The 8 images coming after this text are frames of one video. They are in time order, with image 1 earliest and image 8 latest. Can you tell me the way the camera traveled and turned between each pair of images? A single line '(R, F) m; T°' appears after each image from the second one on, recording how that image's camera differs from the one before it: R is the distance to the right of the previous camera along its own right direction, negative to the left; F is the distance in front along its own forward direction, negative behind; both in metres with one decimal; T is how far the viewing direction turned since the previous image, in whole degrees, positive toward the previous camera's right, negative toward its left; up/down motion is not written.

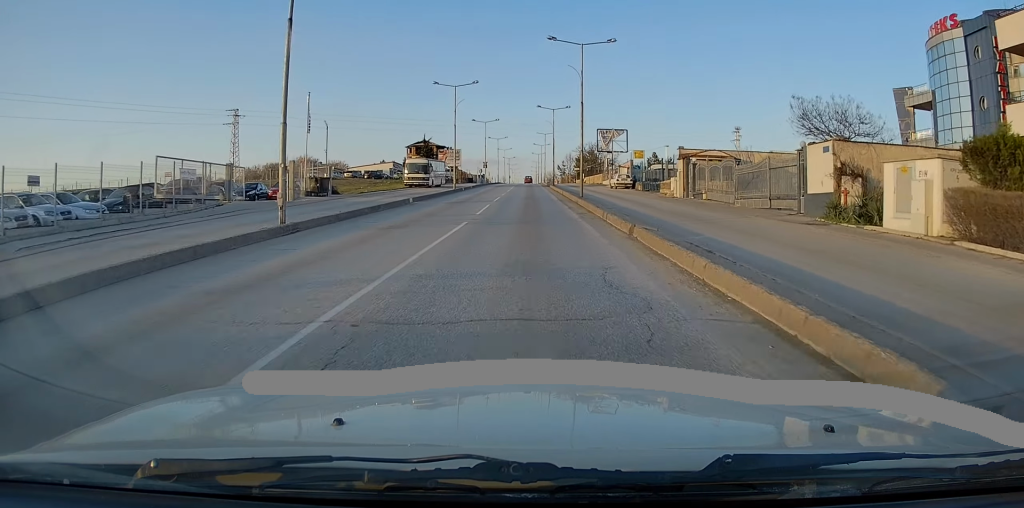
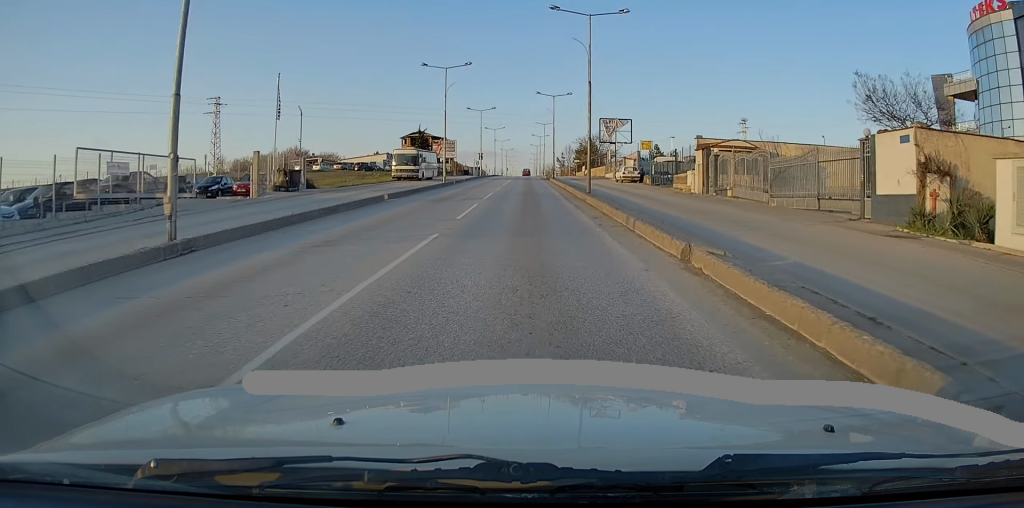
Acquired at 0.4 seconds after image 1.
(0.0, +4.9) m; 0°
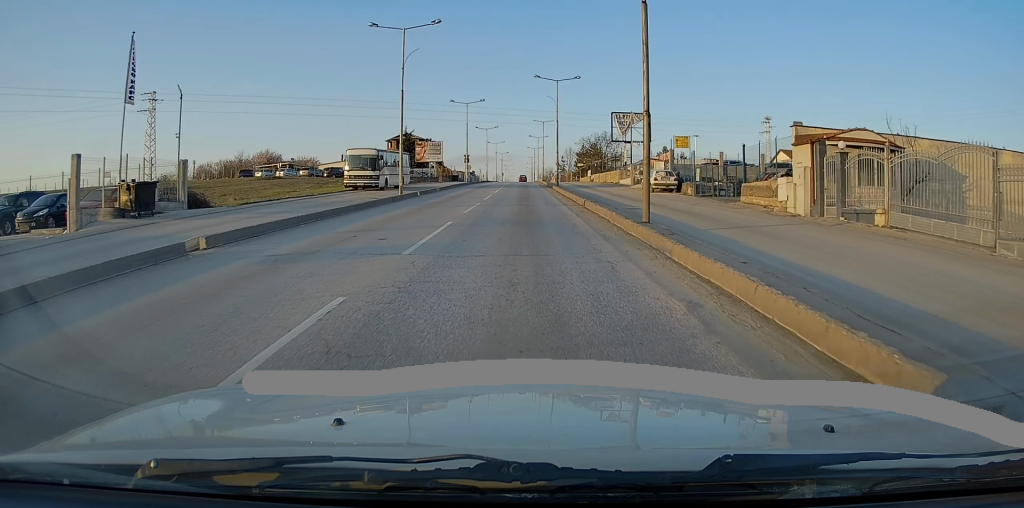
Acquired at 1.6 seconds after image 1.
(-0.1, +14.9) m; -1°
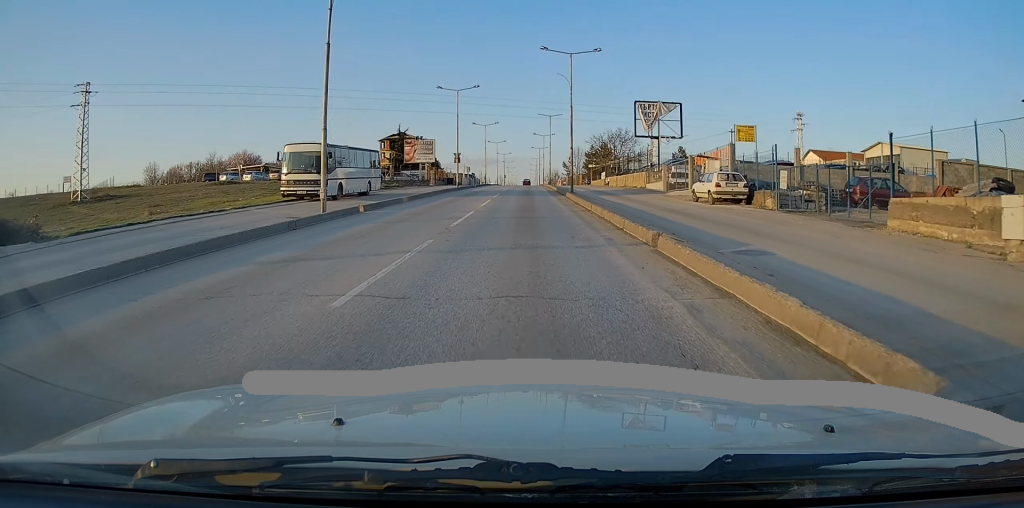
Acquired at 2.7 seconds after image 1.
(0.0, +12.6) m; 0°
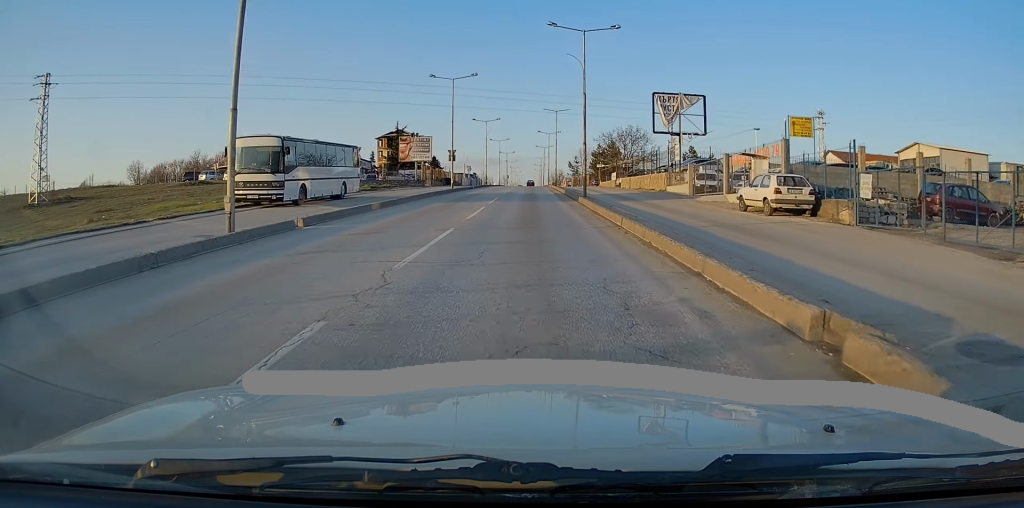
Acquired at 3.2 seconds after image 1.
(+0.1, +6.4) m; 0°
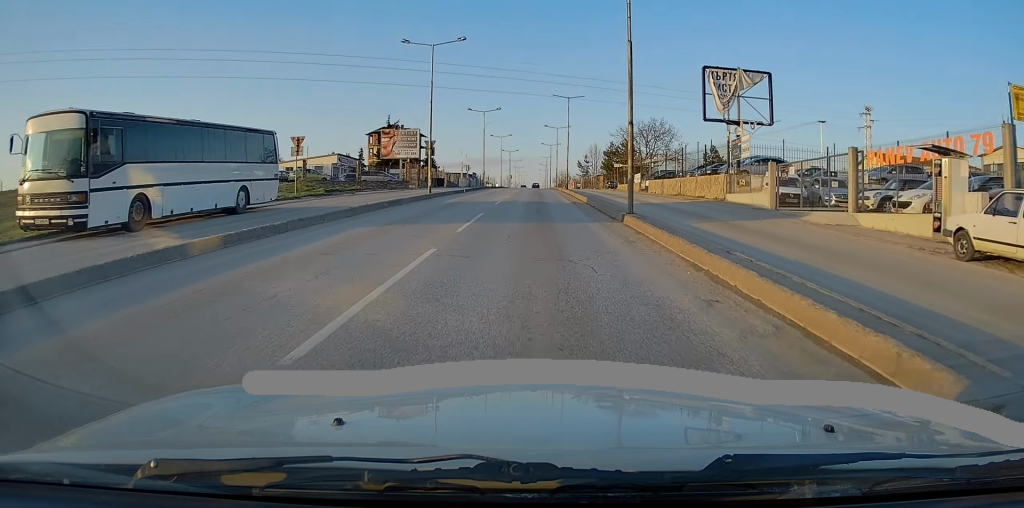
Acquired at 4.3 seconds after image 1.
(-0.2, +12.9) m; +1°
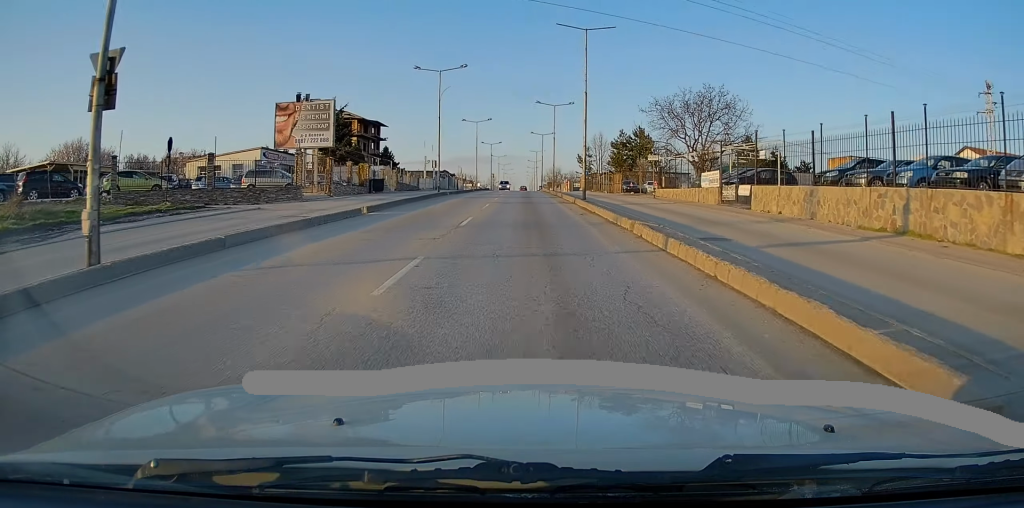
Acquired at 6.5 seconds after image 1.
(+0.1, +27.5) m; 0°
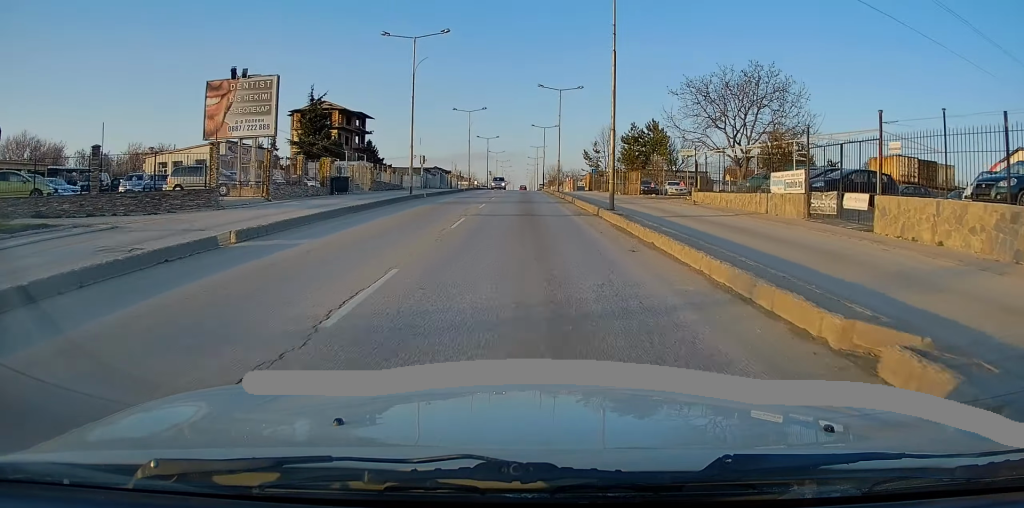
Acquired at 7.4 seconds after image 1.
(+0.2, +10.3) m; +1°
